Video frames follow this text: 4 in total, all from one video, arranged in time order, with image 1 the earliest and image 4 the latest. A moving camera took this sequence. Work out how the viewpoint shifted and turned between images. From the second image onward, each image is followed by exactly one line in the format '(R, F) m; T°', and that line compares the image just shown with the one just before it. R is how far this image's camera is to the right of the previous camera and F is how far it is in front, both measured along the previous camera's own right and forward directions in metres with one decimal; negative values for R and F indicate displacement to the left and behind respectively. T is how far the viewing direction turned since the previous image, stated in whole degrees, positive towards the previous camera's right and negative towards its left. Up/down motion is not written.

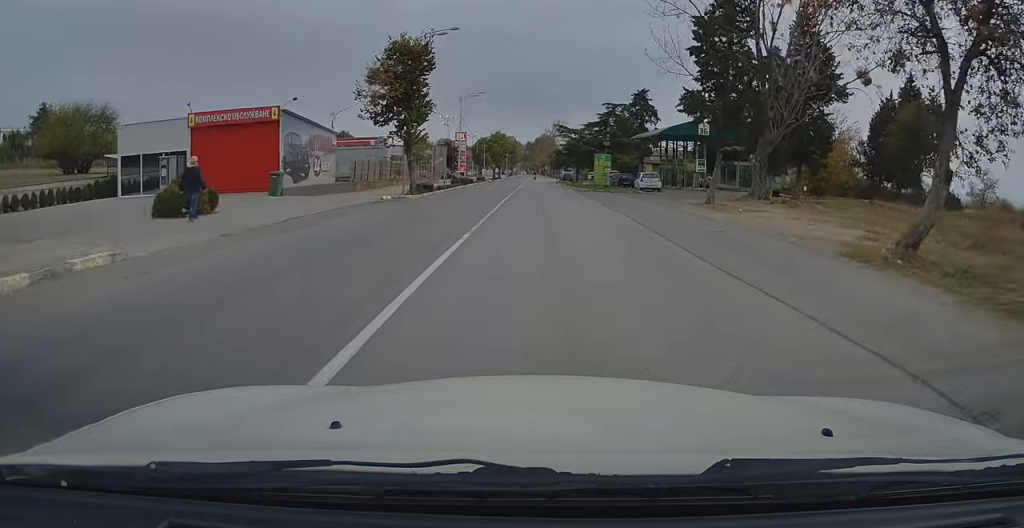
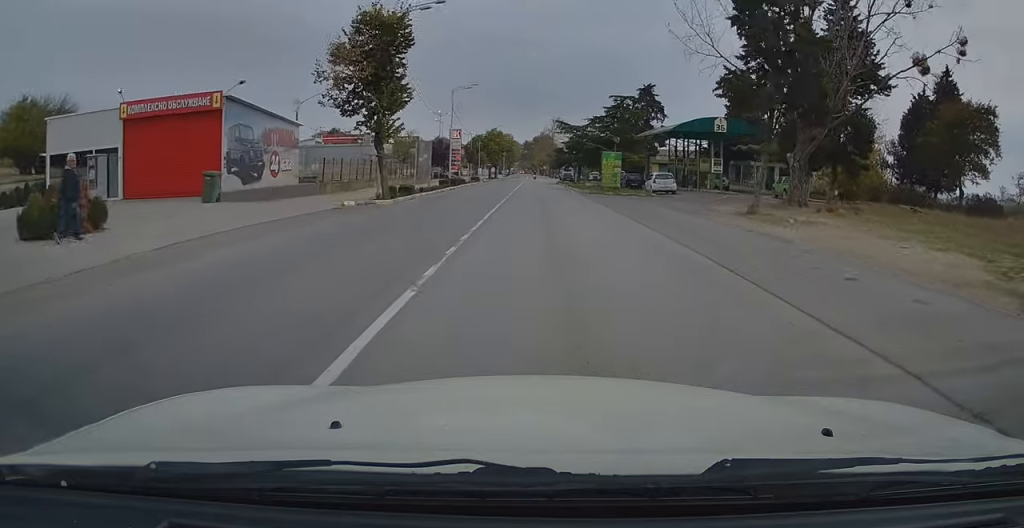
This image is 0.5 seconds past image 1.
(+0.1, +5.8) m; 0°
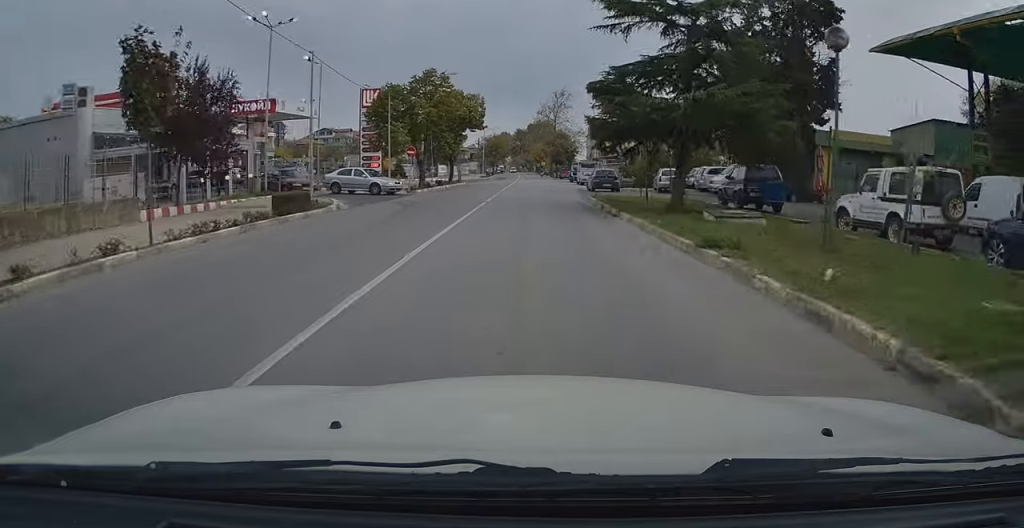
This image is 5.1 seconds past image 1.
(+0.4, +54.7) m; 0°
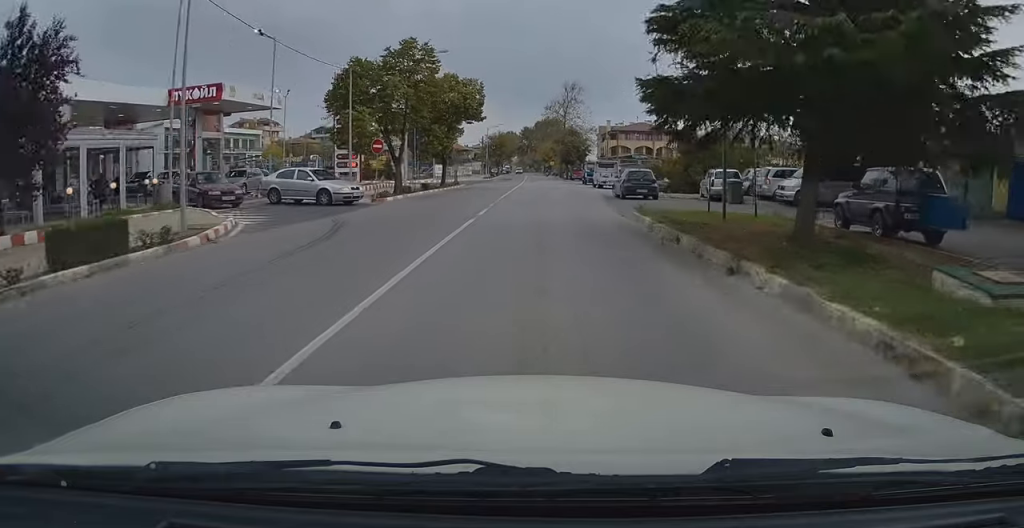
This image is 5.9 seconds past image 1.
(0.0, +9.7) m; 0°
